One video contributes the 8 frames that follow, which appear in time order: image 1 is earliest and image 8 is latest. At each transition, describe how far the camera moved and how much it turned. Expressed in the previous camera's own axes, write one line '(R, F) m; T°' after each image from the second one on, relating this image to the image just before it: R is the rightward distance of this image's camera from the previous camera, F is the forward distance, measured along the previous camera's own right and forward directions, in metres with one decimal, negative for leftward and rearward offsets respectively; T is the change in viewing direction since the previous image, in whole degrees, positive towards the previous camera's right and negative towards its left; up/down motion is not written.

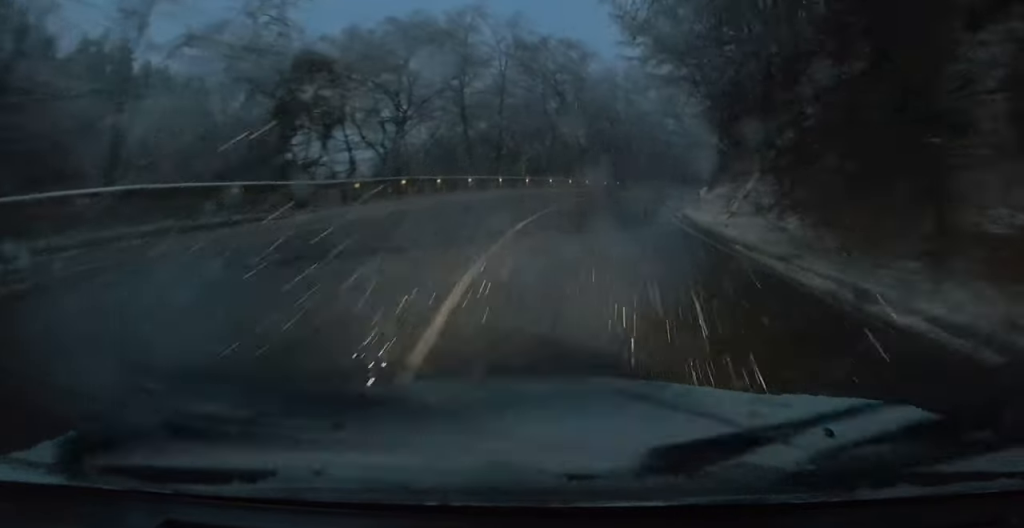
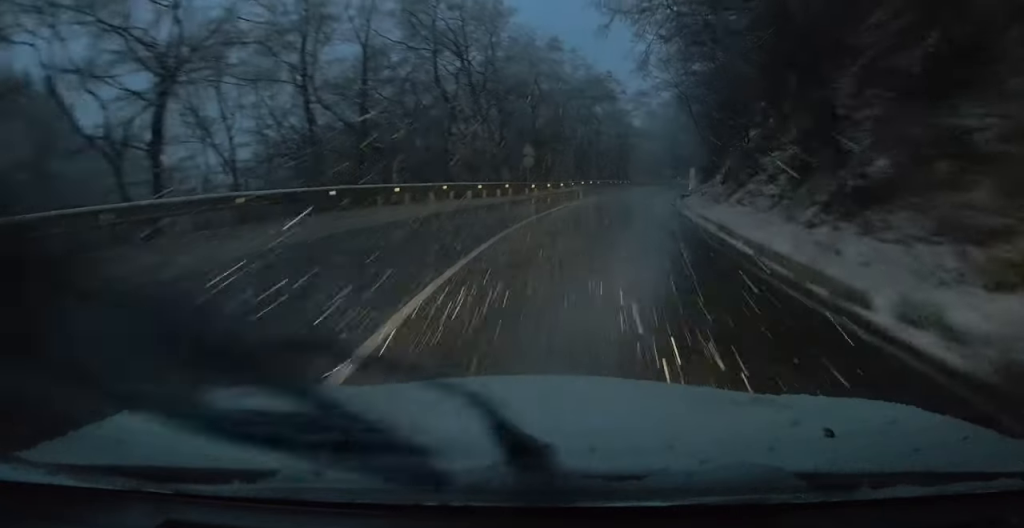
(+2.5, +16.3) m; +12°
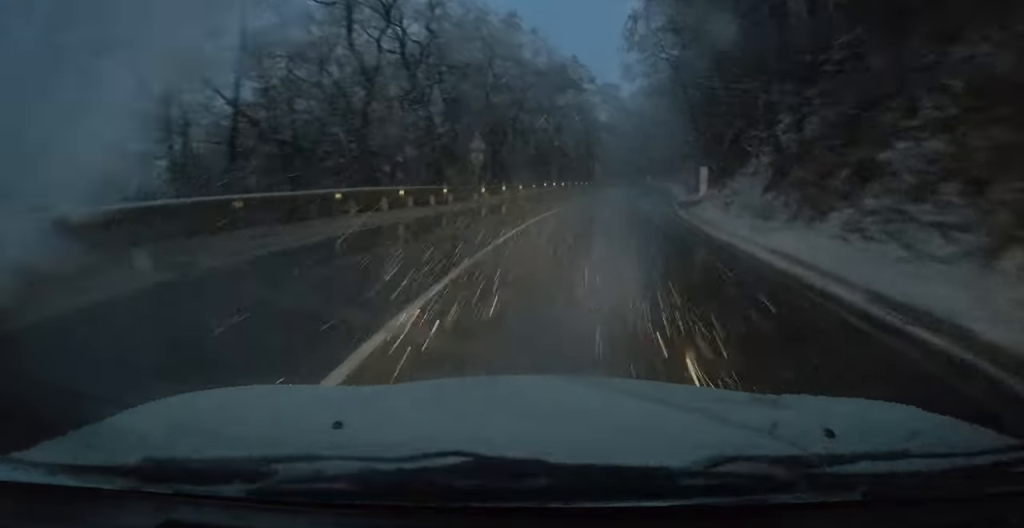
(+0.2, +7.9) m; +2°
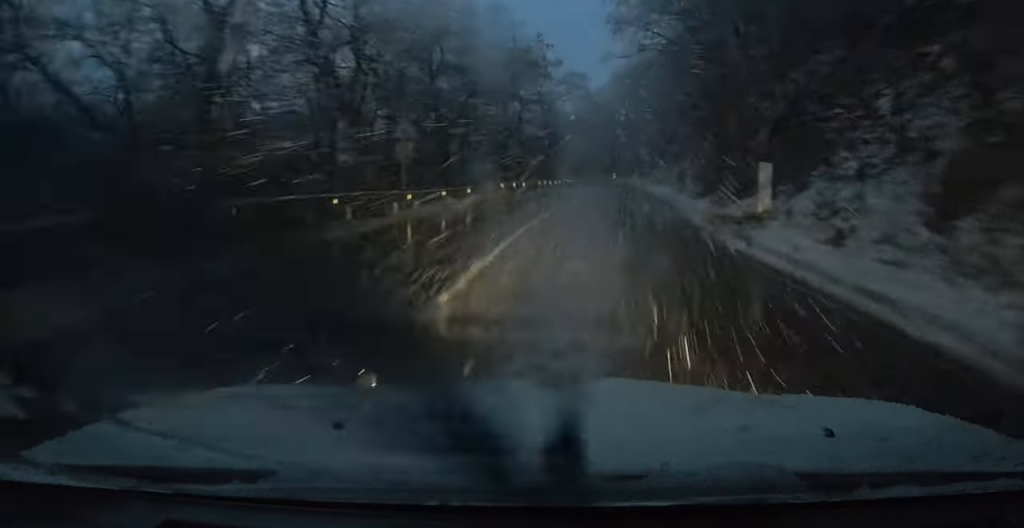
(+0.2, +8.0) m; +2°
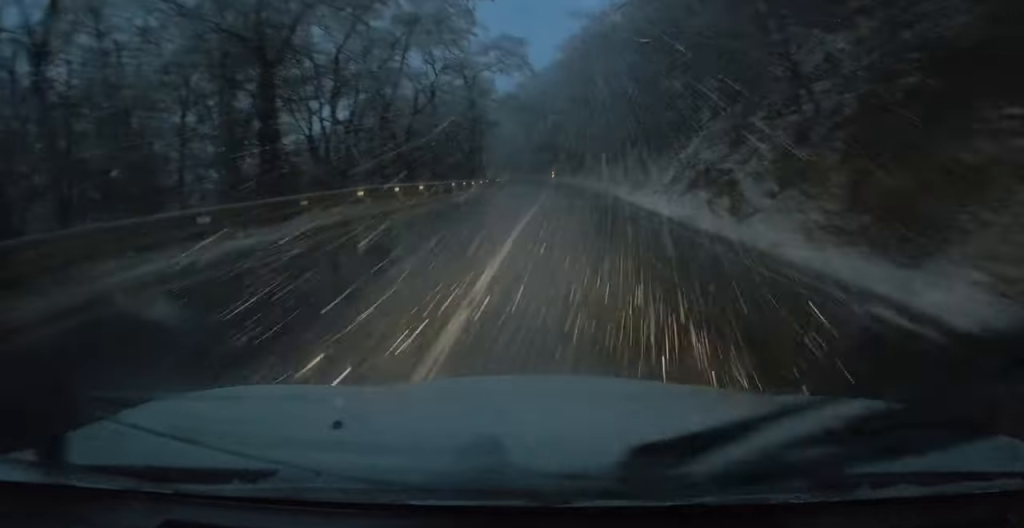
(+0.5, +17.8) m; +2°
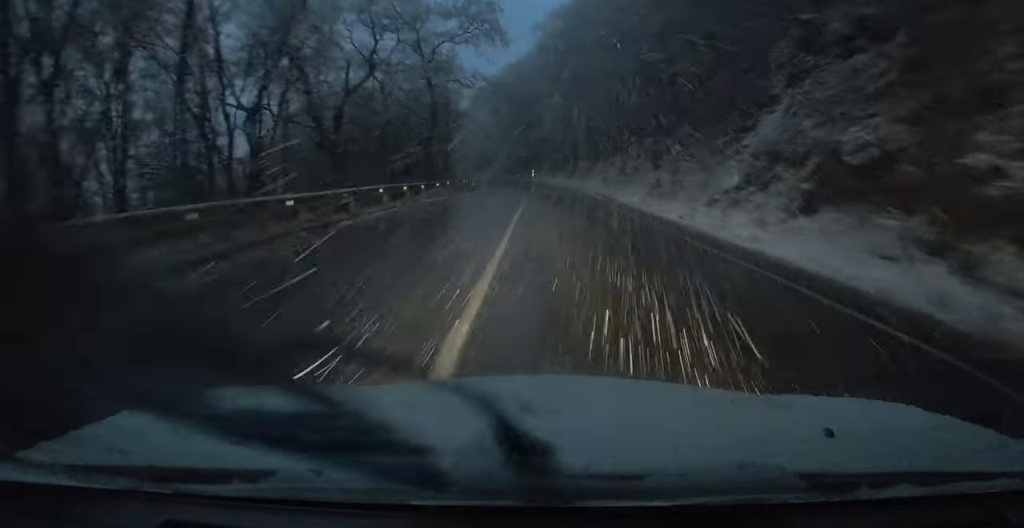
(+0.1, +11.5) m; +1°
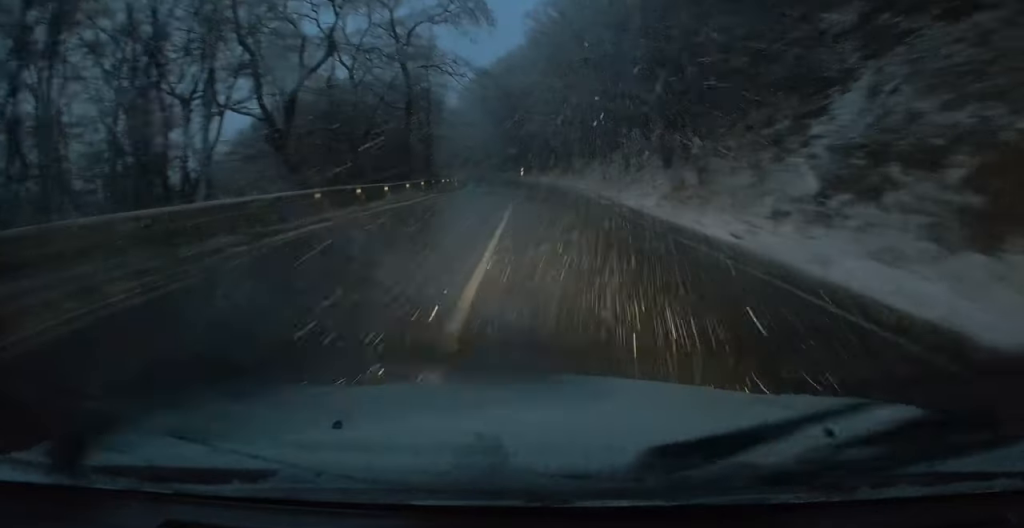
(+0.1, +5.2) m; +1°
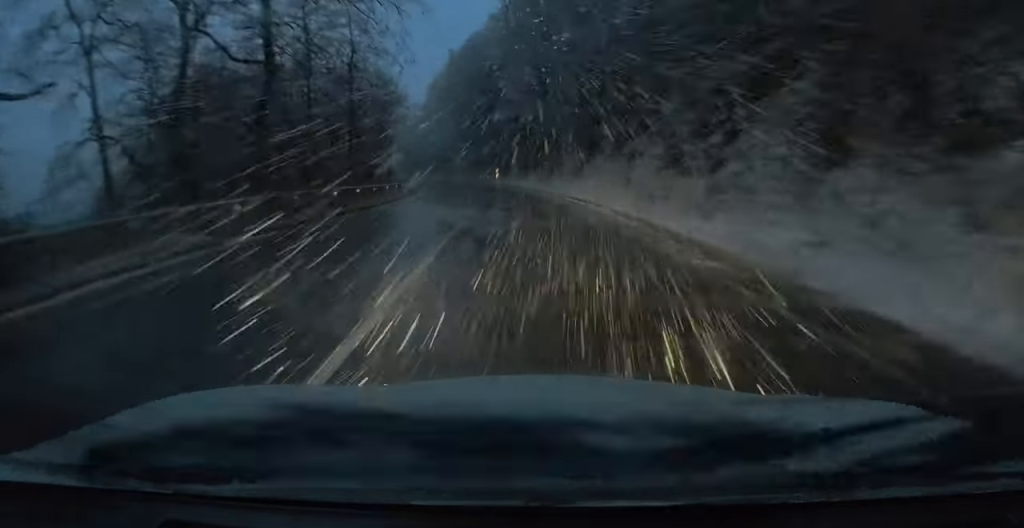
(+0.3, +18.5) m; +1°
